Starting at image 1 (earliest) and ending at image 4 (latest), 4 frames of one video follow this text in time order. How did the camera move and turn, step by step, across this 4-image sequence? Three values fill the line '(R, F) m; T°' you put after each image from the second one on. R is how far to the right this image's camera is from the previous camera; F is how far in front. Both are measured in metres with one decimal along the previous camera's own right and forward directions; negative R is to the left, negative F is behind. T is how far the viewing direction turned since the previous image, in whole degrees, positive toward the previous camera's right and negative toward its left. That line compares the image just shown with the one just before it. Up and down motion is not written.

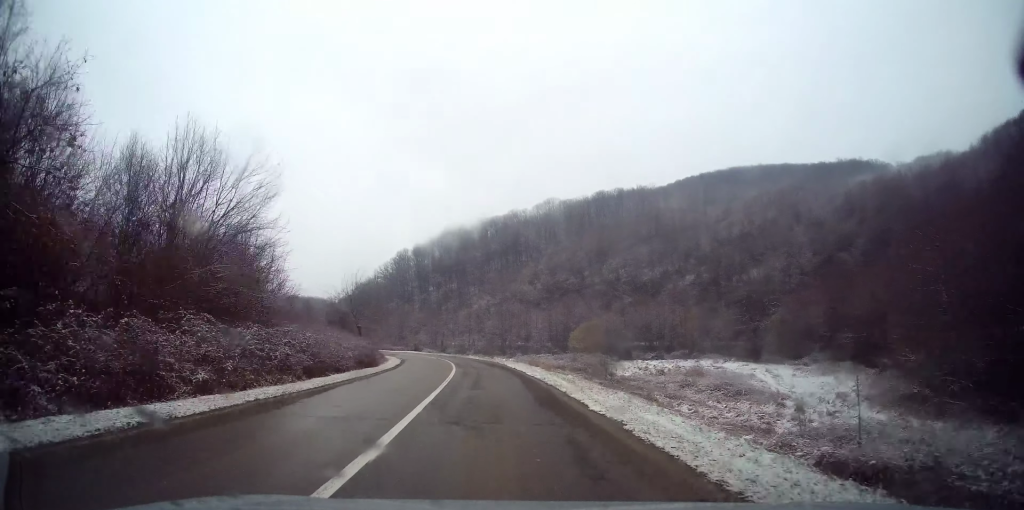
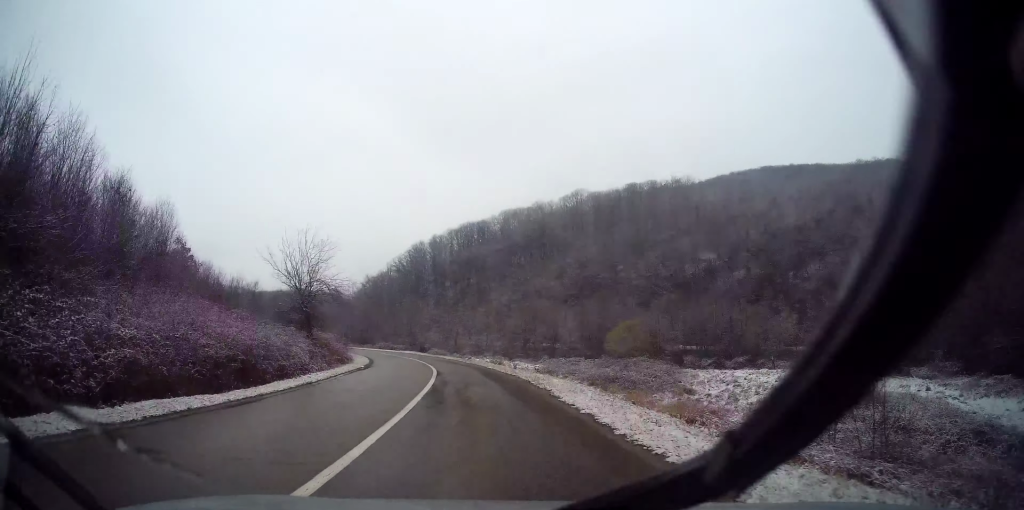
(-0.2, +20.3) m; -1°
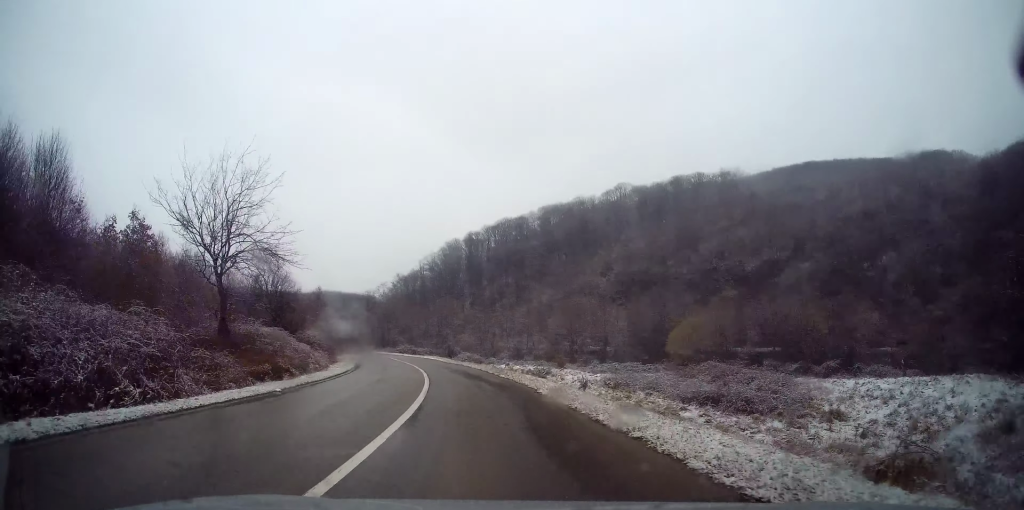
(-0.1, +16.0) m; -4°
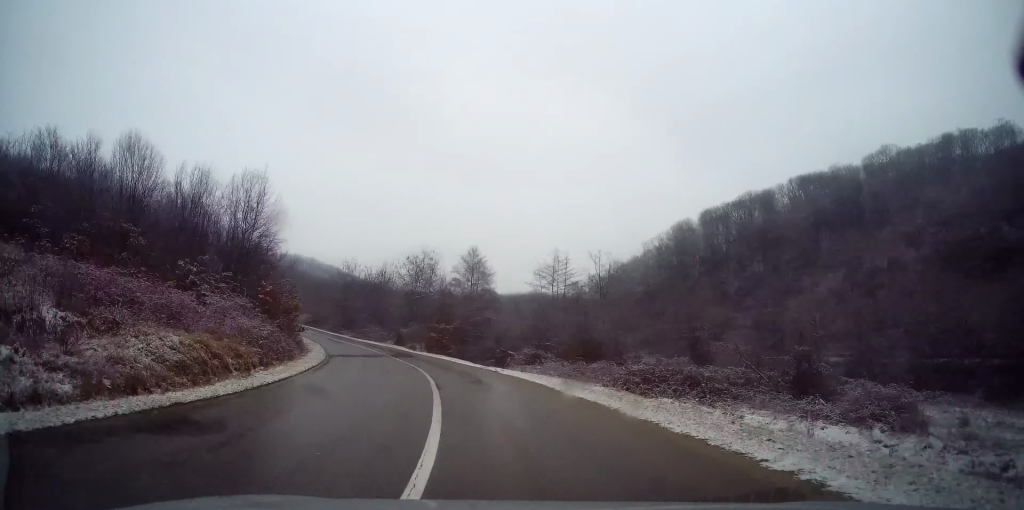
(-11.0, +56.5) m; -23°
